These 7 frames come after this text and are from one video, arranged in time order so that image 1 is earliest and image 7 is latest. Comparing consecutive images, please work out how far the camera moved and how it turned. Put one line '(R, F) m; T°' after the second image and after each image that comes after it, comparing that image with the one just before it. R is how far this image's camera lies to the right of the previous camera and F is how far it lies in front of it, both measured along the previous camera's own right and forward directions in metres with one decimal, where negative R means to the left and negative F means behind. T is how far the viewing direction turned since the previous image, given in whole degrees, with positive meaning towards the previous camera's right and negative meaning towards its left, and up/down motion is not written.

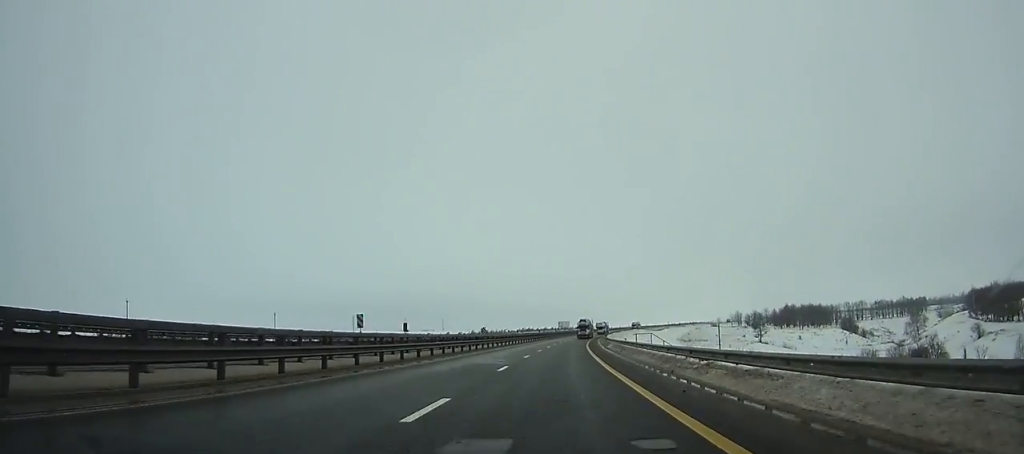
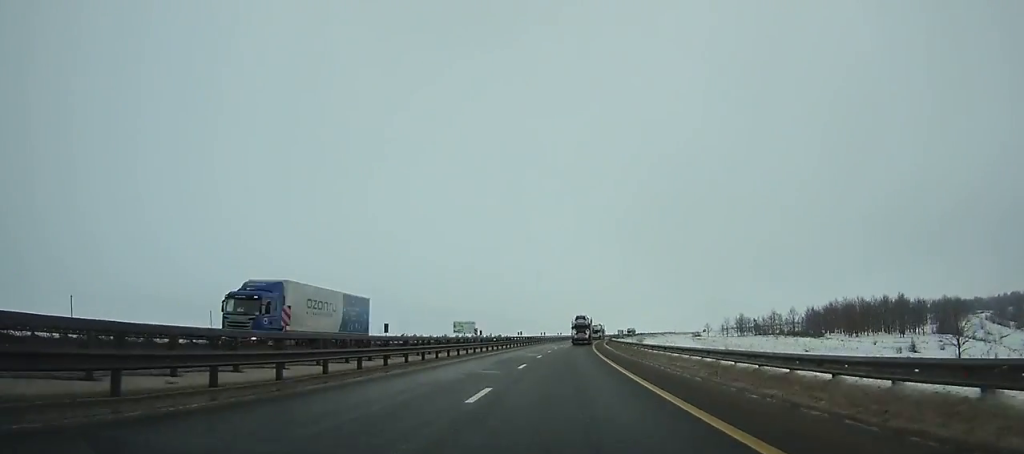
(+8.8, +151.6) m; +7°
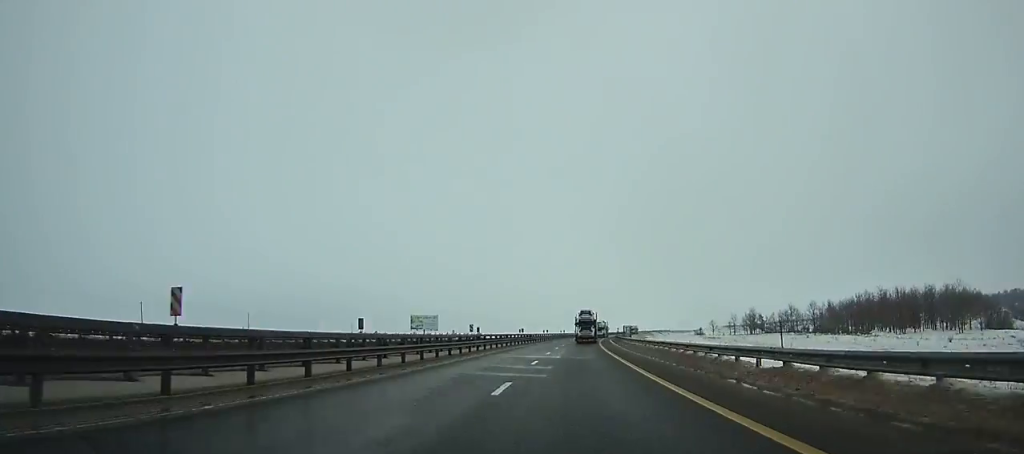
(+0.6, +34.7) m; +1°
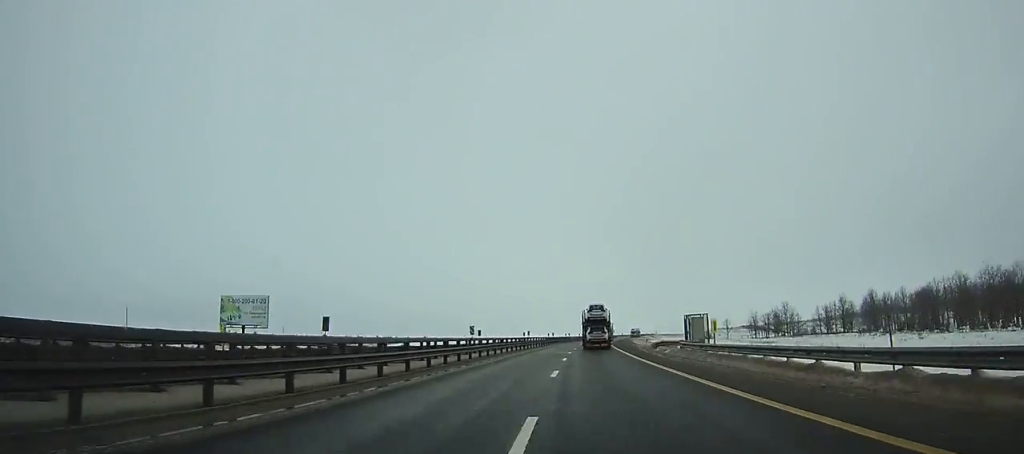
(+1.6, +66.8) m; +3°
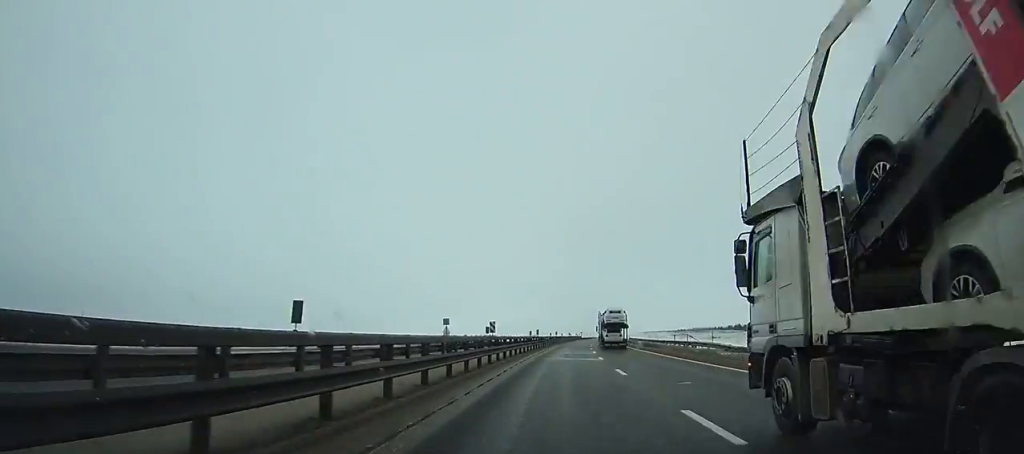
(+19.4, +214.5) m; +10°
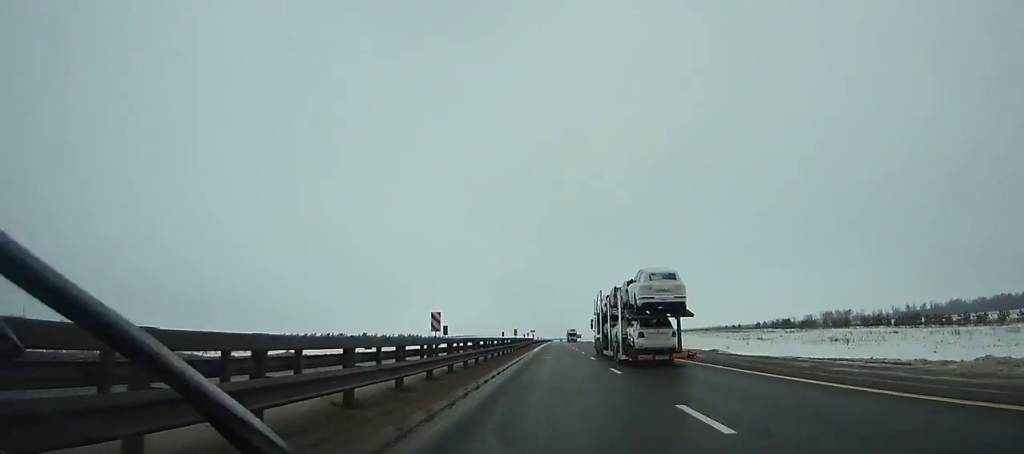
(+3.8, +107.6) m; +3°
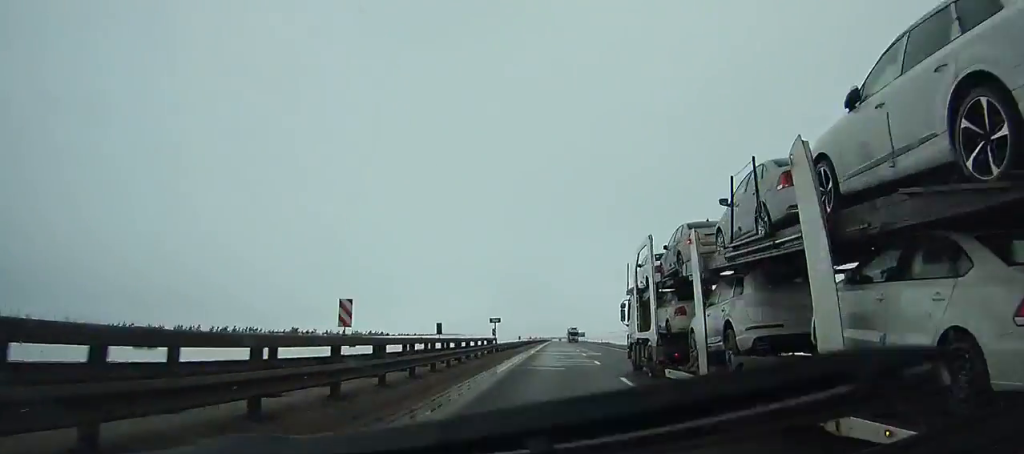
(+0.7, +66.2) m; +1°
